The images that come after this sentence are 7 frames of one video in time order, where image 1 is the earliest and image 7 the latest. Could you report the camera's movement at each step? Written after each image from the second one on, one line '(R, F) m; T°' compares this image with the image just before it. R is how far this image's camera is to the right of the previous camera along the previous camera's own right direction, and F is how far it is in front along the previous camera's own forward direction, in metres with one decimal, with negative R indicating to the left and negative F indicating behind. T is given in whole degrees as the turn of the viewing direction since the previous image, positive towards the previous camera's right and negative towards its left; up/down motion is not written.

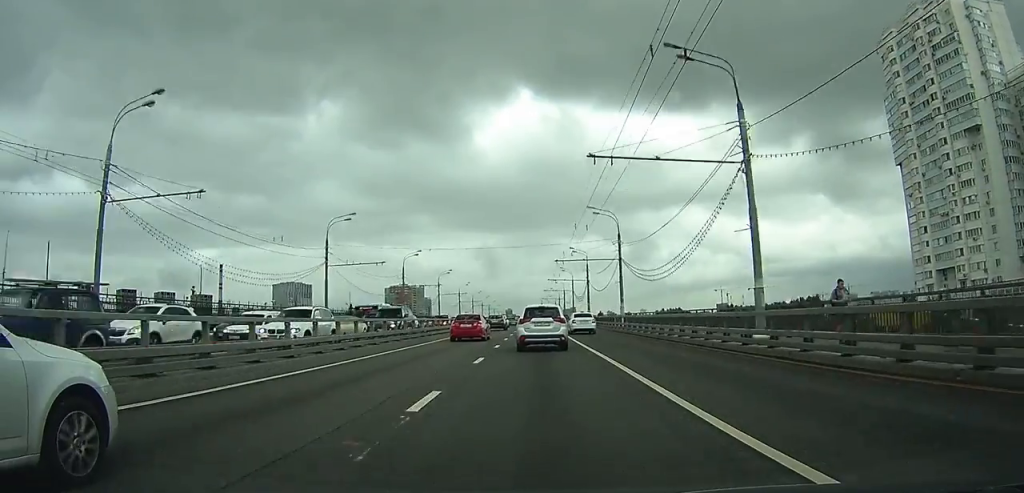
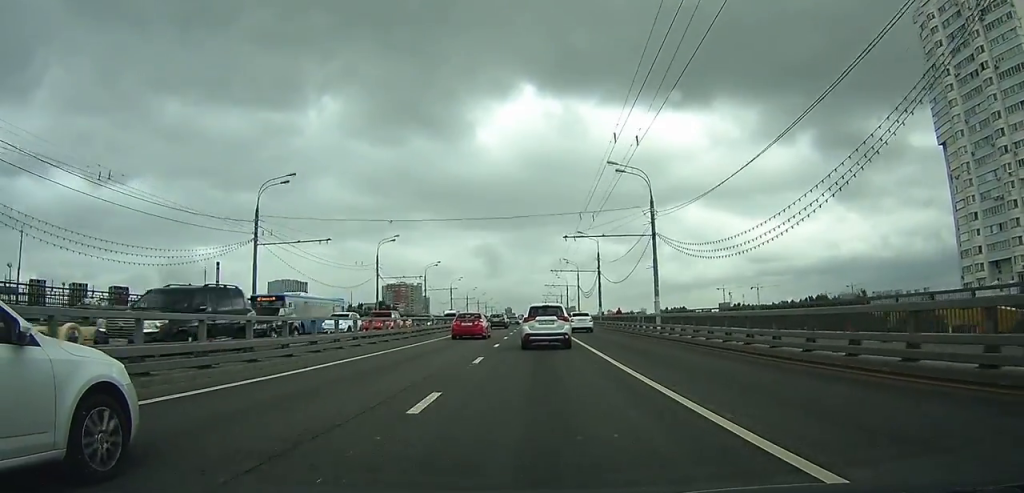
(0.0, +16.2) m; 0°
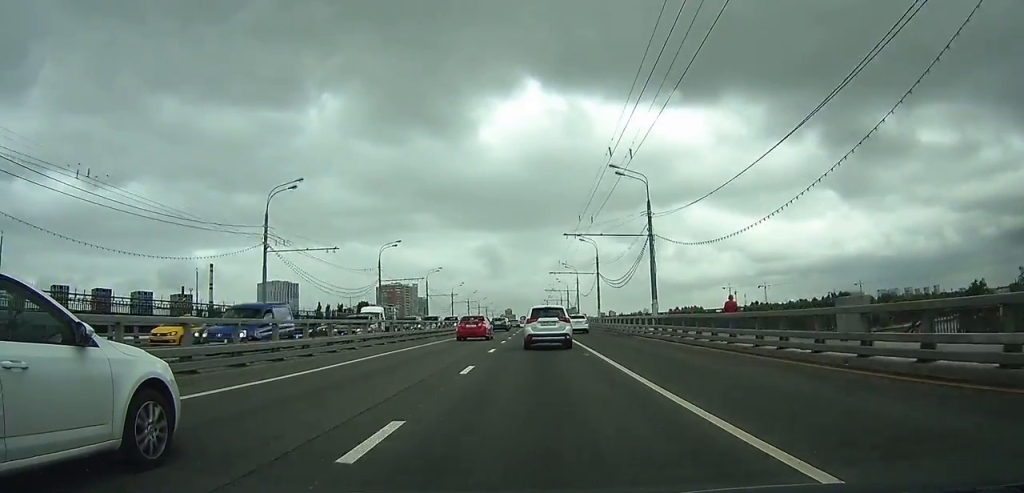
(+0.3, +34.5) m; +1°
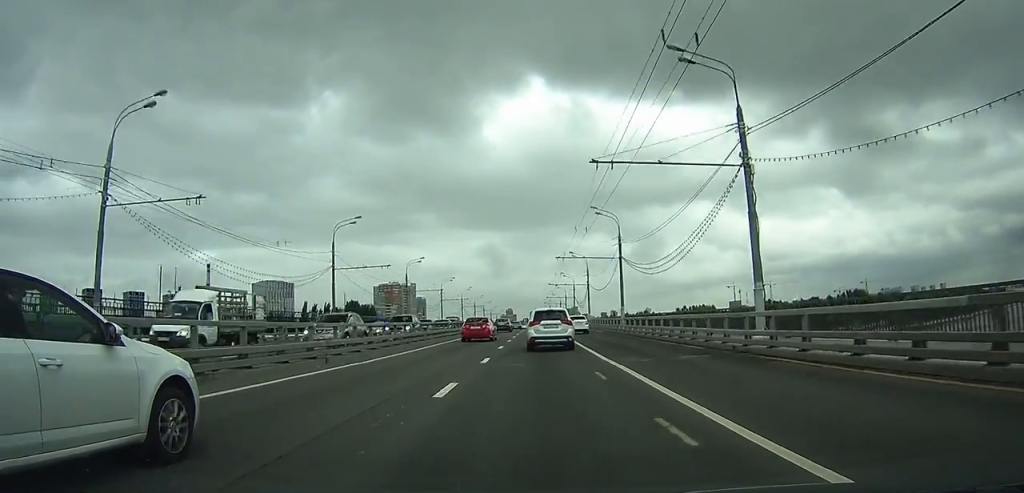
(0.0, +19.7) m; 0°
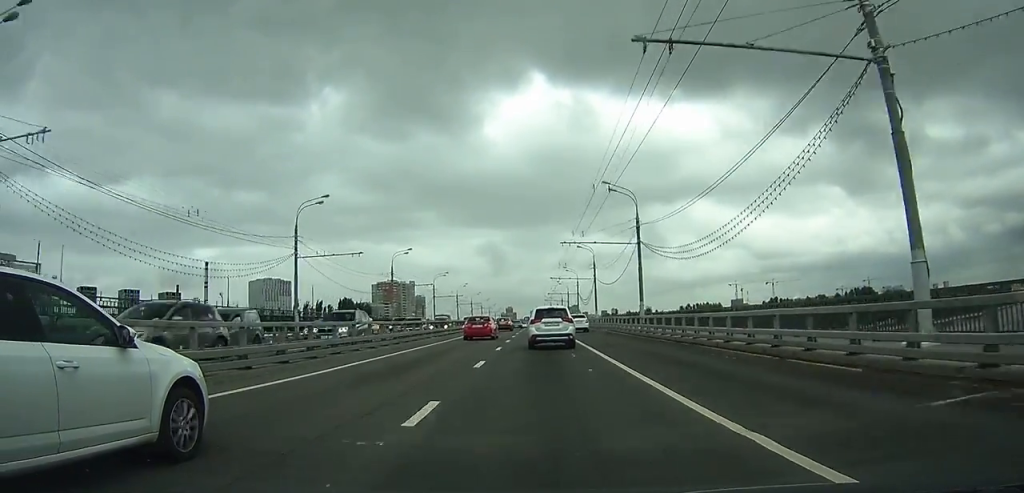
(0.0, +10.2) m; 0°
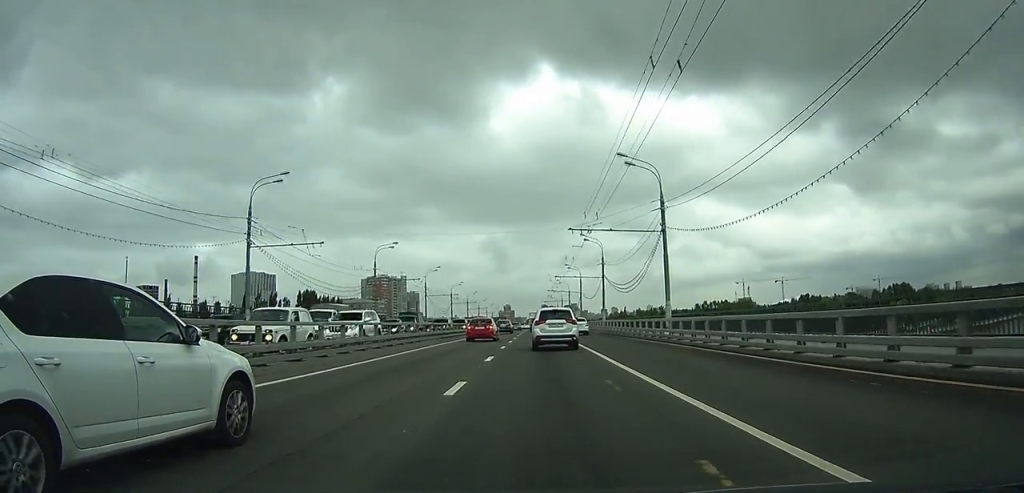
(-0.1, +45.2) m; 0°
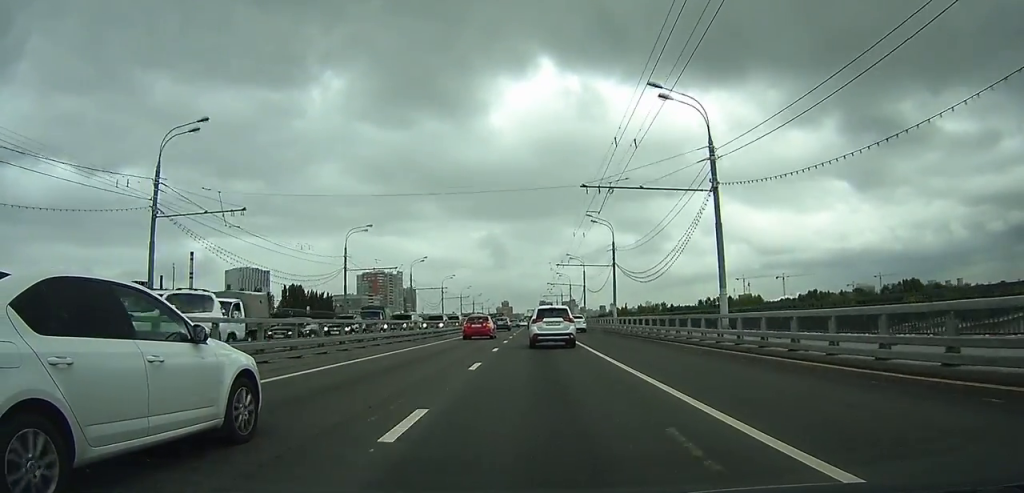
(0.0, +11.7) m; 0°
